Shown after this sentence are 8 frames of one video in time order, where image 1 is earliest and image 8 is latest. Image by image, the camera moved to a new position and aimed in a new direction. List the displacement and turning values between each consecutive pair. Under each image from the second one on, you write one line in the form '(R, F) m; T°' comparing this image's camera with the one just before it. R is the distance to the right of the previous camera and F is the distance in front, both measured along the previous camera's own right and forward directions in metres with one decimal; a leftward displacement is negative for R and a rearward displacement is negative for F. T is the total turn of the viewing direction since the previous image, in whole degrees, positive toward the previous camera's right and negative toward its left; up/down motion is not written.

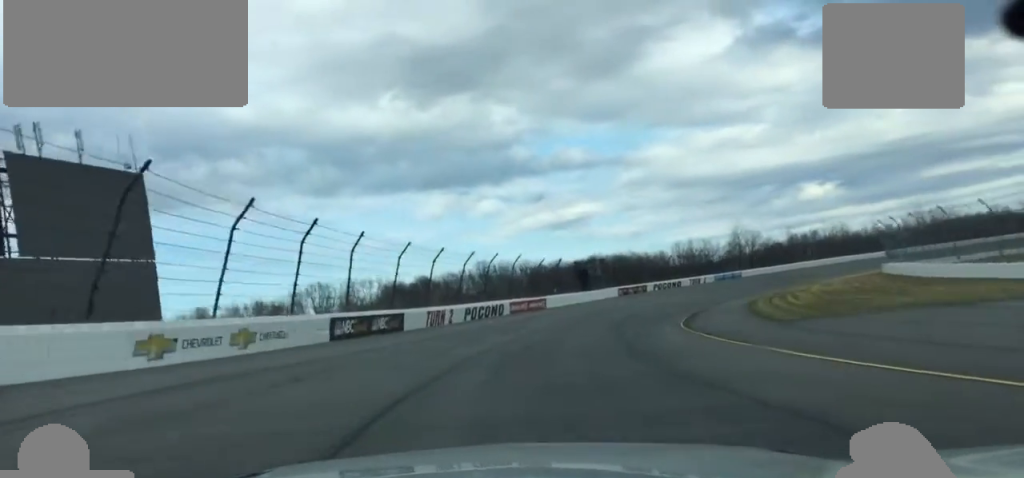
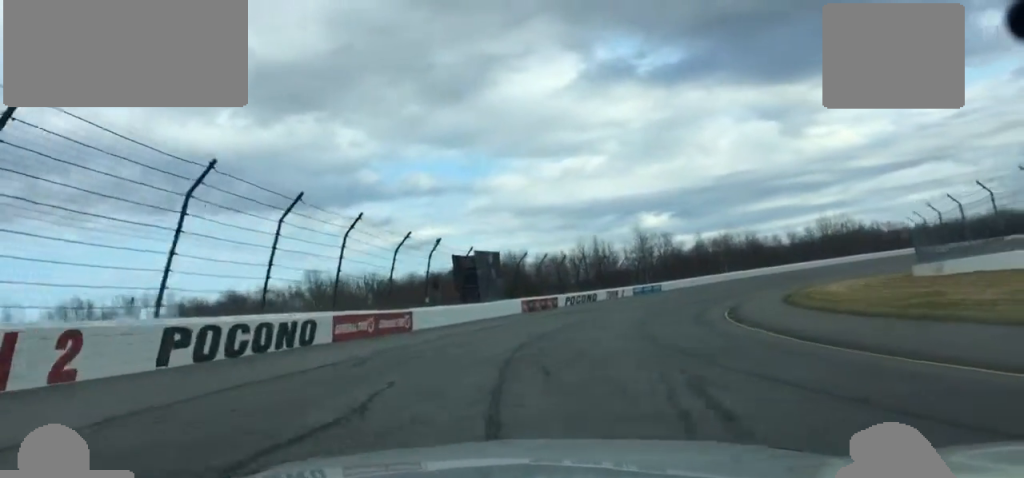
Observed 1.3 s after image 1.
(+4.5, +44.0) m; +11°
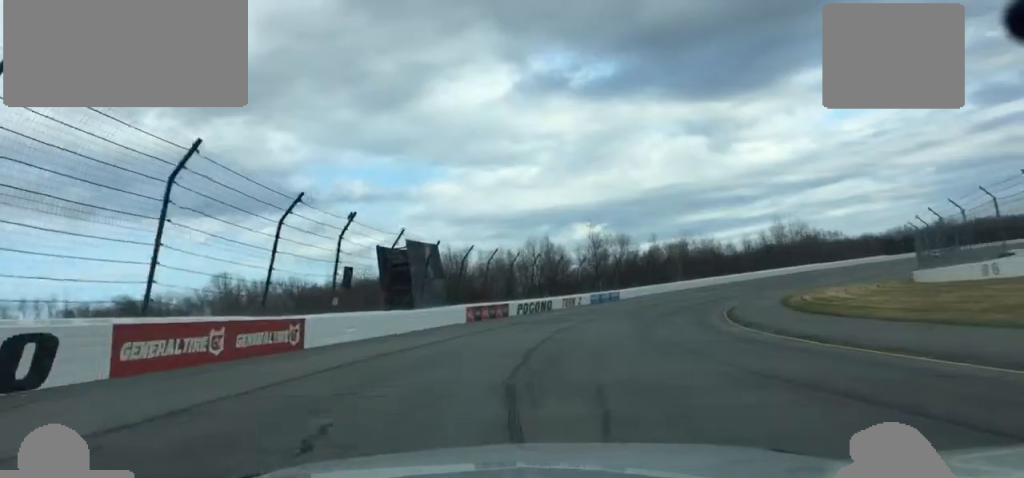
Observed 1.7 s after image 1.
(+0.4, +16.3) m; +4°
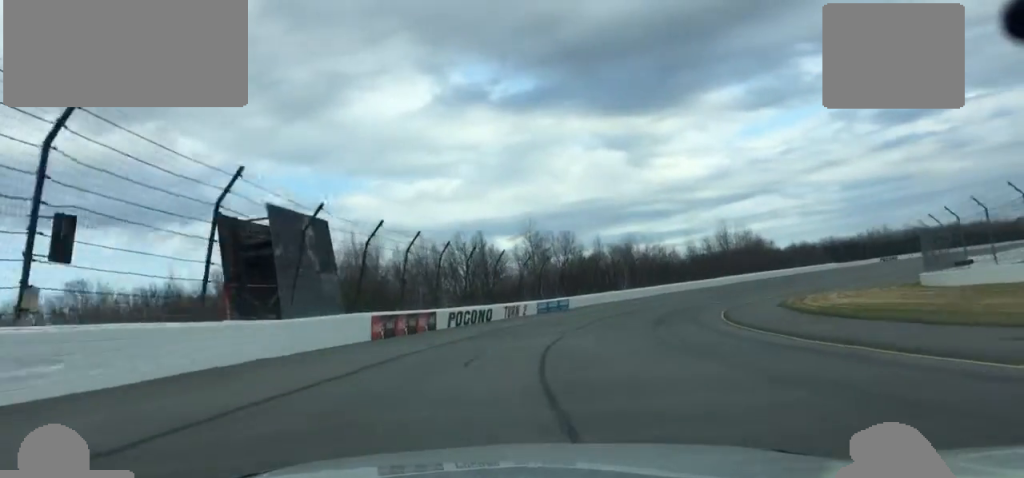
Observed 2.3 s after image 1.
(+1.0, +20.8) m; +5°
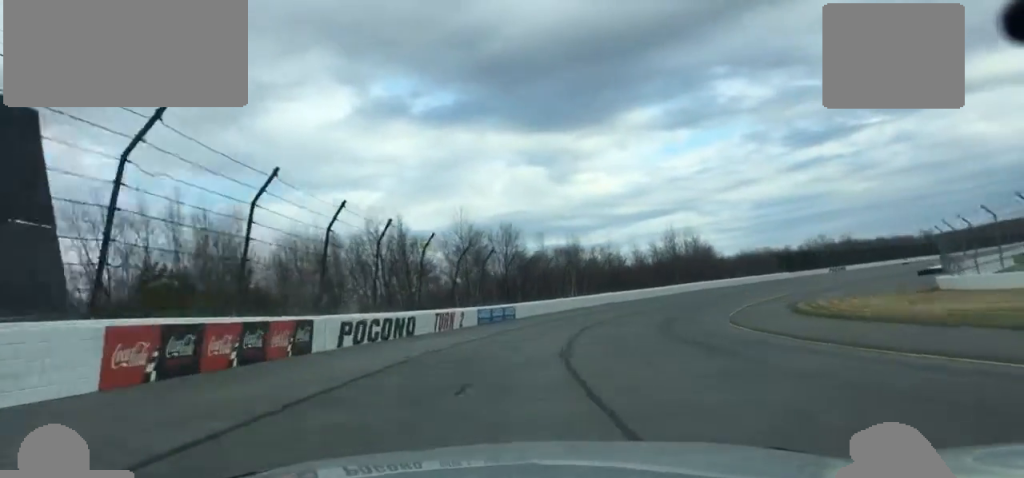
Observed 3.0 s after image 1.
(+0.5, +22.0) m; +5°
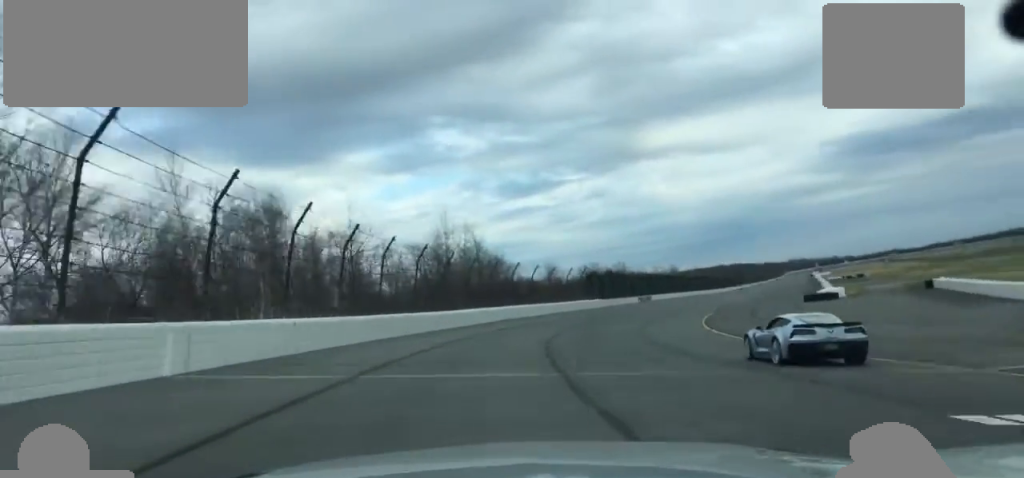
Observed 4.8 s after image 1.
(+11.1, +65.8) m; +19°
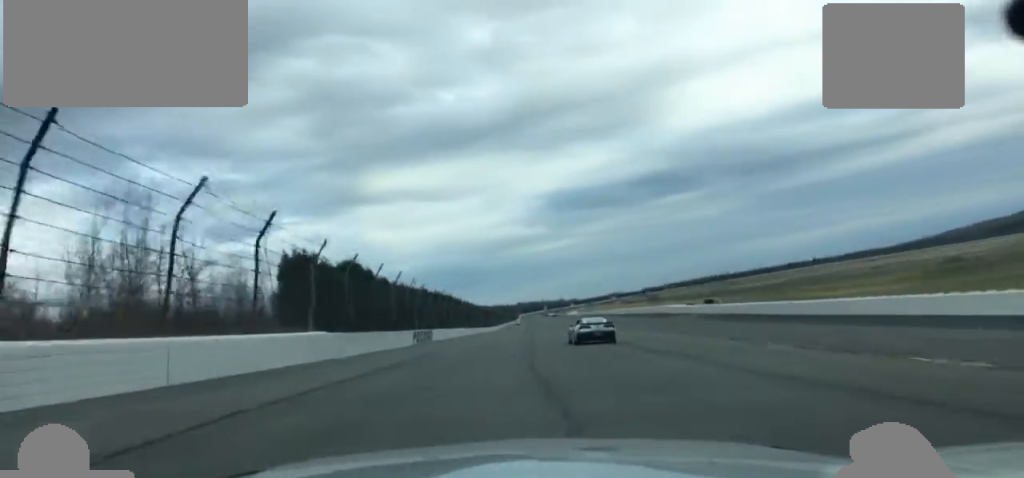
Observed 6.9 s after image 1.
(+13.2, +80.5) m; +17°
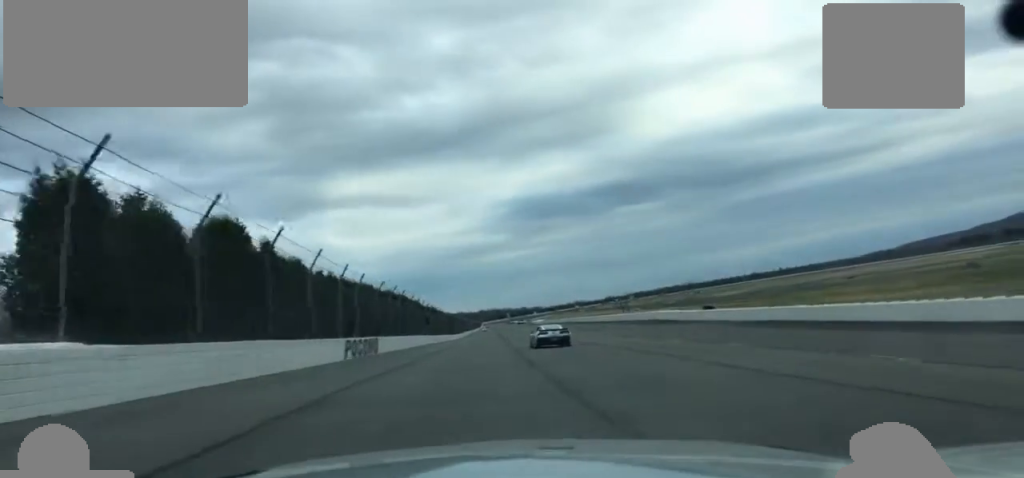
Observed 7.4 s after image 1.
(+1.1, +21.5) m; +2°
